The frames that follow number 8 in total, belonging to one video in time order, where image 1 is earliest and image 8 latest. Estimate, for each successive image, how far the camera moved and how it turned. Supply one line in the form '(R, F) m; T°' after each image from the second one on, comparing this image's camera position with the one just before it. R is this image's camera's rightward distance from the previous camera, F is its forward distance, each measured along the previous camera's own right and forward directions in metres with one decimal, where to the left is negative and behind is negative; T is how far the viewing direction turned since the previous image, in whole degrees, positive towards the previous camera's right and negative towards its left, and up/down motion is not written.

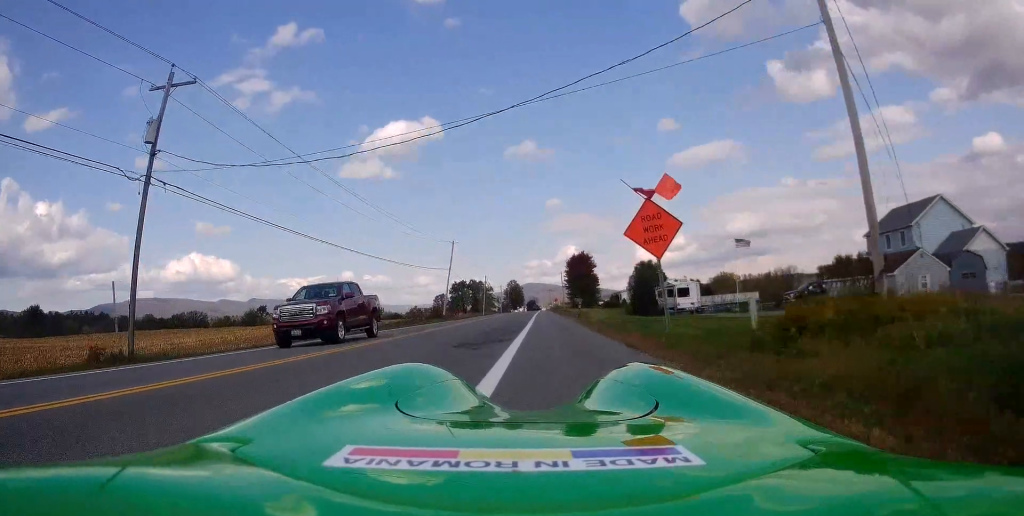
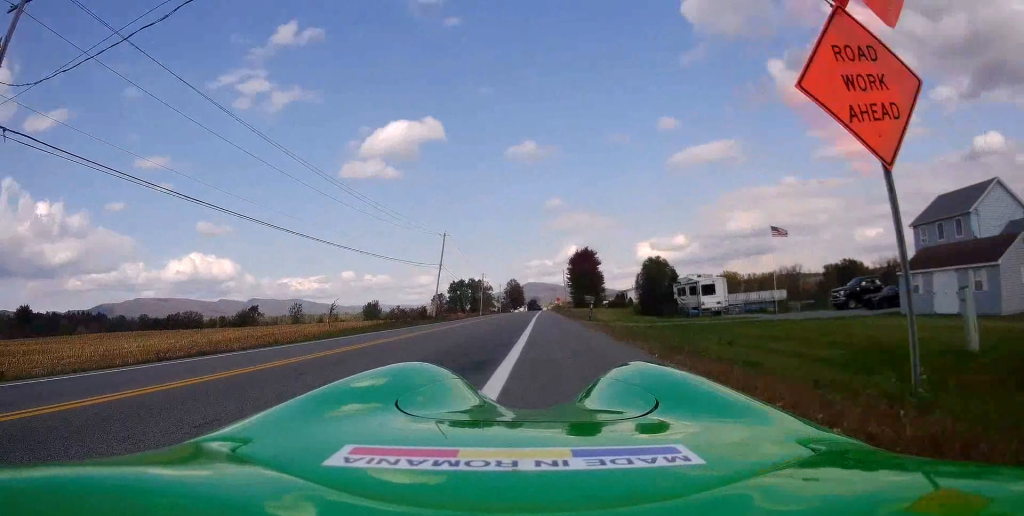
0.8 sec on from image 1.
(-0.4, +8.1) m; 0°
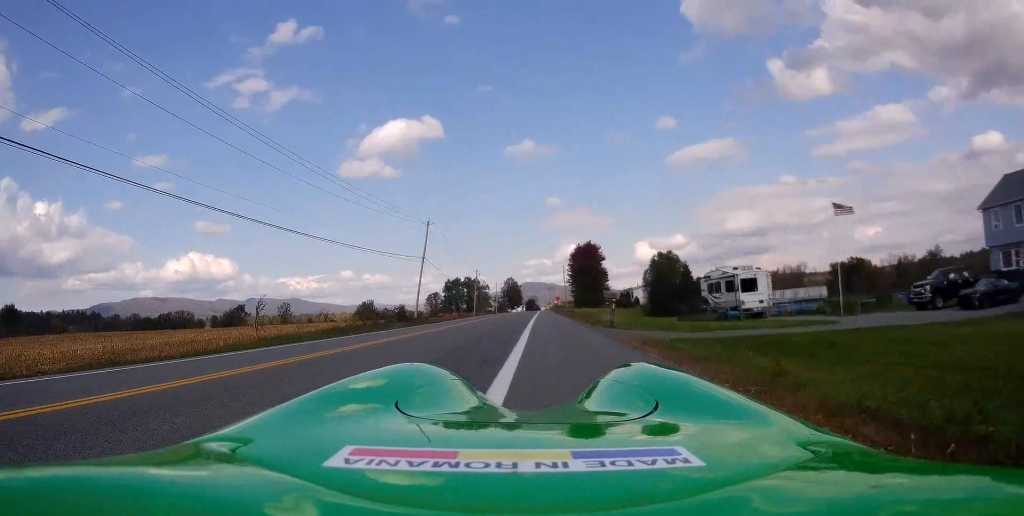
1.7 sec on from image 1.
(+0.6, +10.3) m; 0°
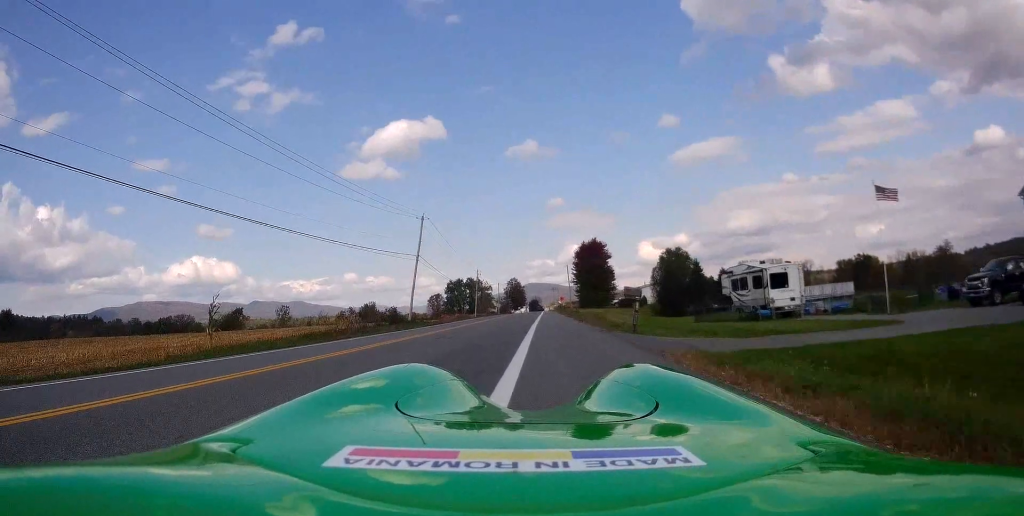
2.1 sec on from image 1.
(-0.4, +4.5) m; 0°
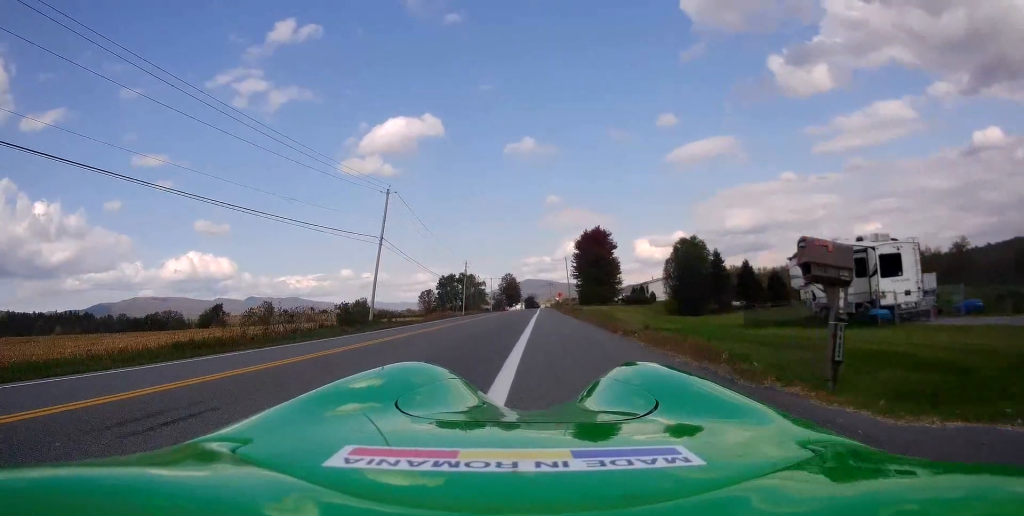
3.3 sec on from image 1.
(+0.1, +12.5) m; 0°
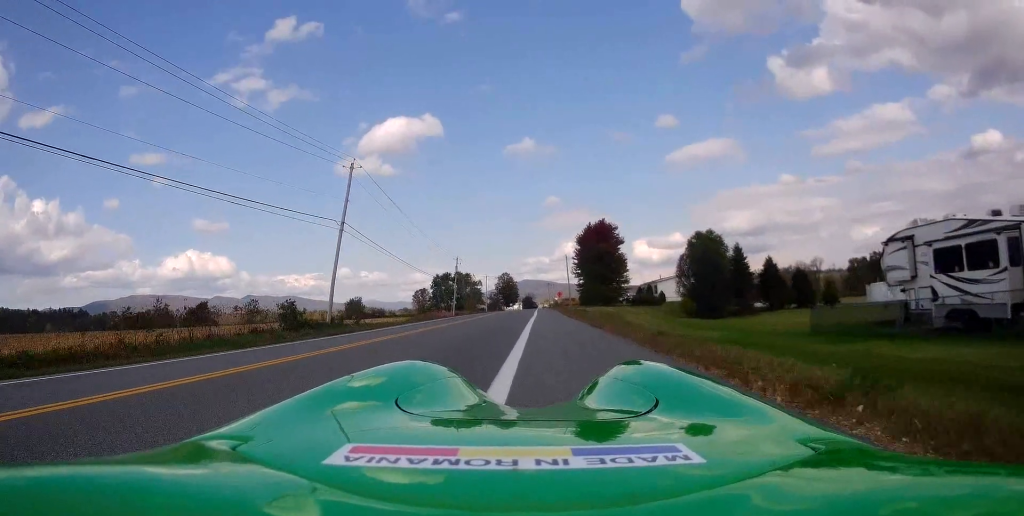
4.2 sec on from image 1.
(-0.1, +9.3) m; 0°
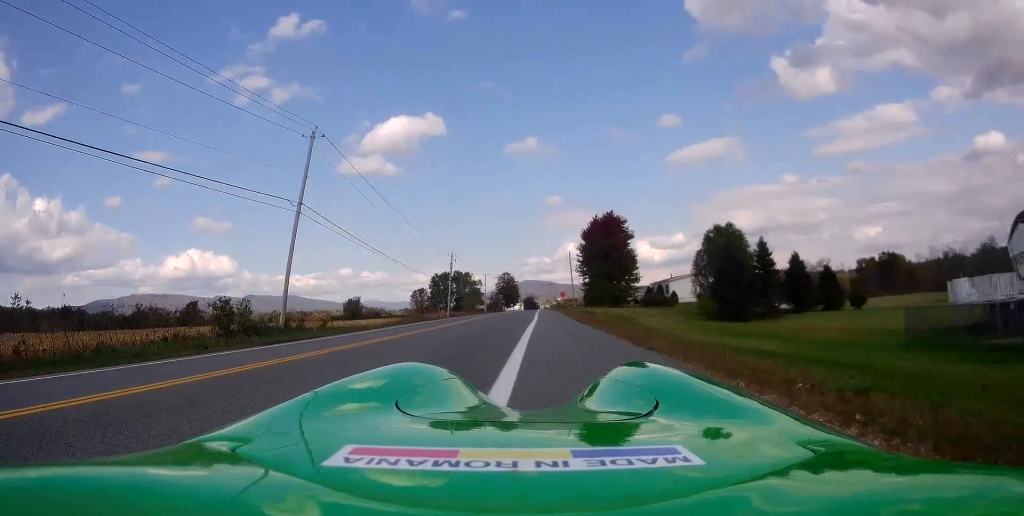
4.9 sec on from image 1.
(-0.1, +7.4) m; 0°
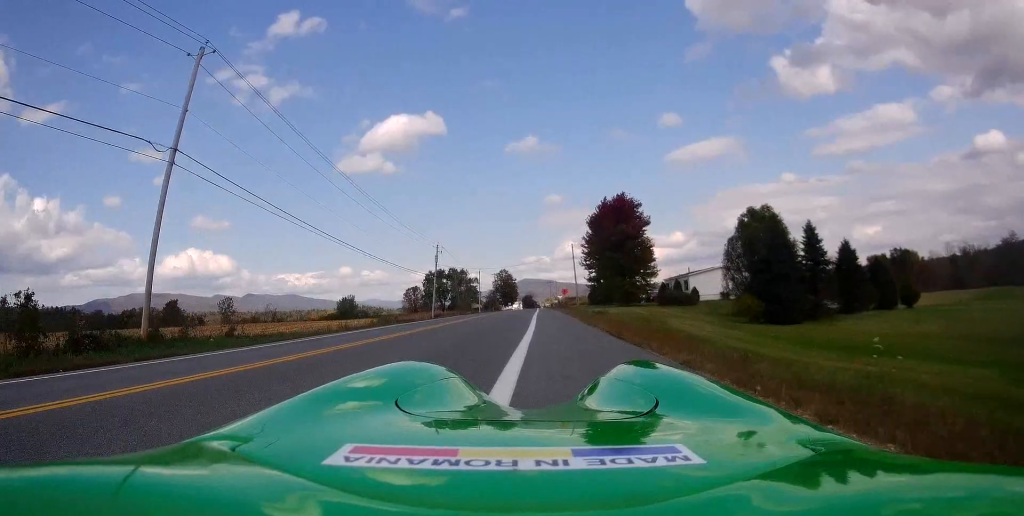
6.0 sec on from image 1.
(+0.3, +11.6) m; -1°
